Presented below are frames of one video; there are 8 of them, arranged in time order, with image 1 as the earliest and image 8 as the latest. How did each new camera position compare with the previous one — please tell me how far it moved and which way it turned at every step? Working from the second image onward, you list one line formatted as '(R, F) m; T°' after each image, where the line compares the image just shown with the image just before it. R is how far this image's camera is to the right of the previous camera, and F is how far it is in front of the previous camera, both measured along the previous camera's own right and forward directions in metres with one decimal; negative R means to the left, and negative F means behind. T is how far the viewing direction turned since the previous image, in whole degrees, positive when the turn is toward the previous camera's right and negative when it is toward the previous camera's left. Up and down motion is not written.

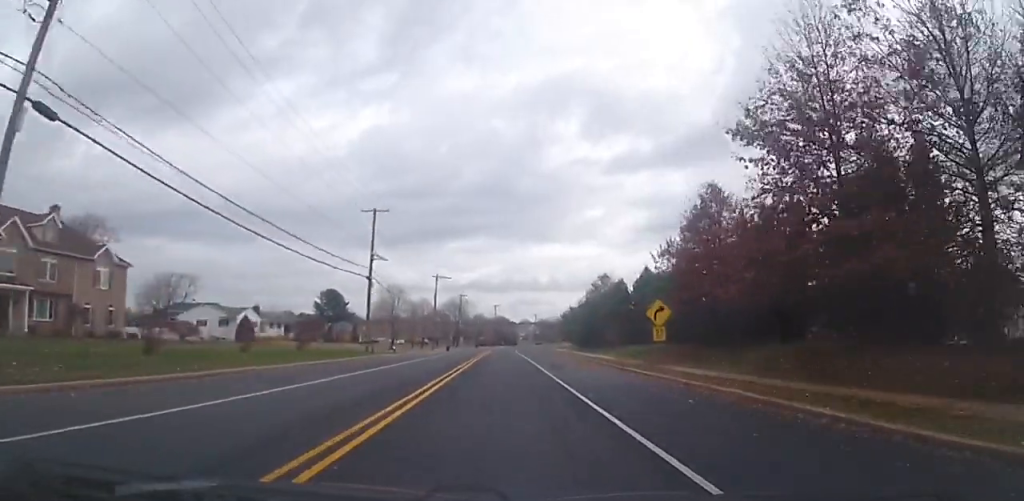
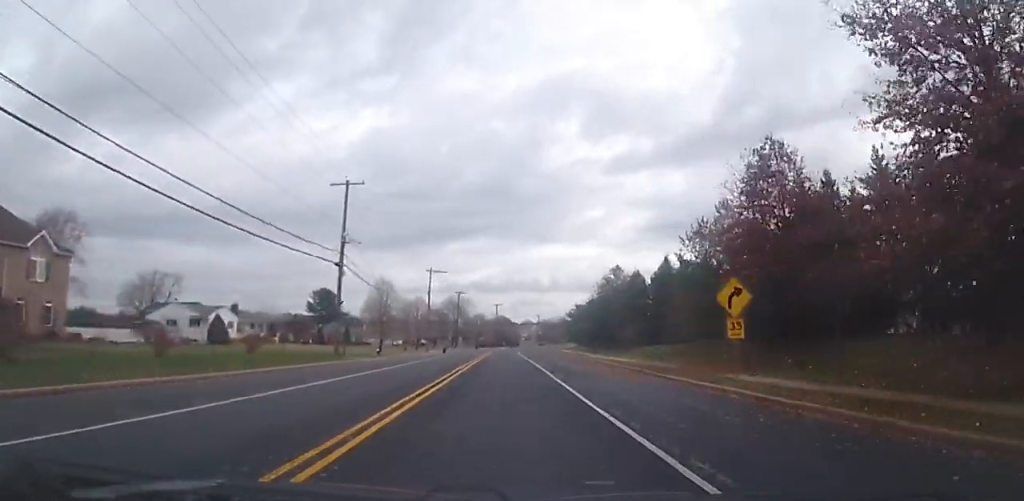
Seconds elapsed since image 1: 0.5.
(+0.1, +8.6) m; 0°
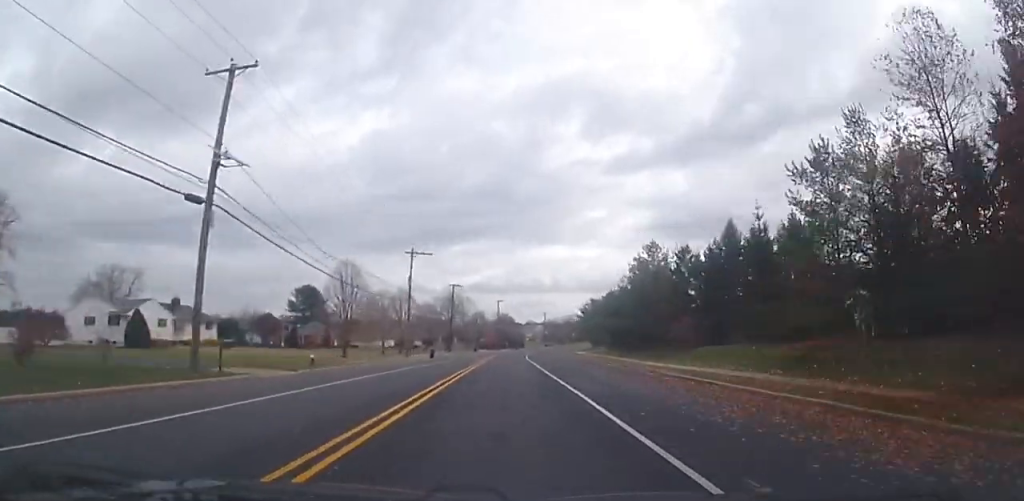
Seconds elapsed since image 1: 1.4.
(0.0, +17.7) m; 0°
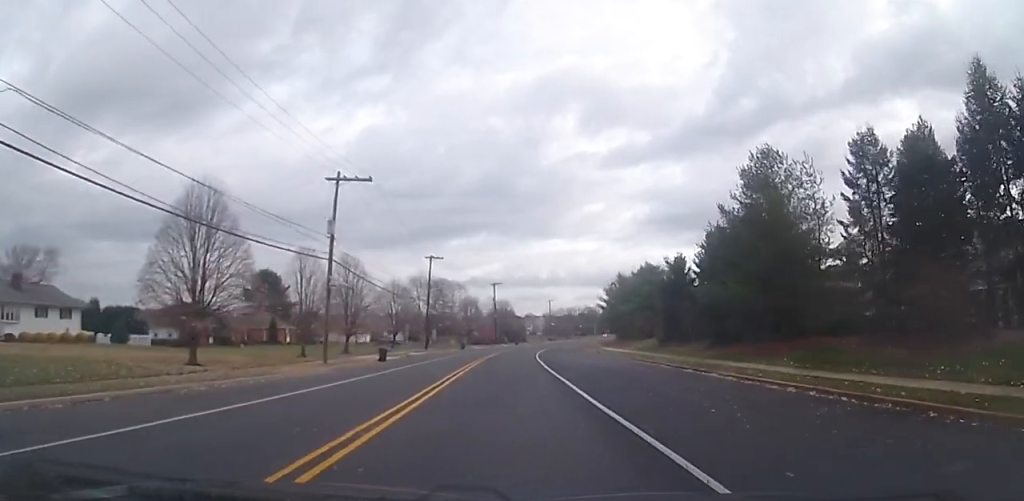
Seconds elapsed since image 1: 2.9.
(+0.4, +27.2) m; 0°
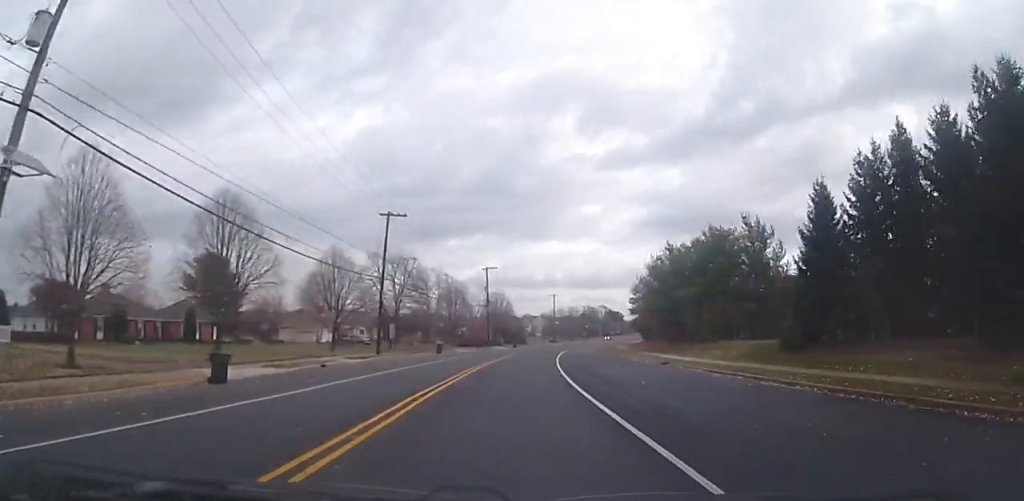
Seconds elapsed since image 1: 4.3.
(-0.6, +25.0) m; -1°
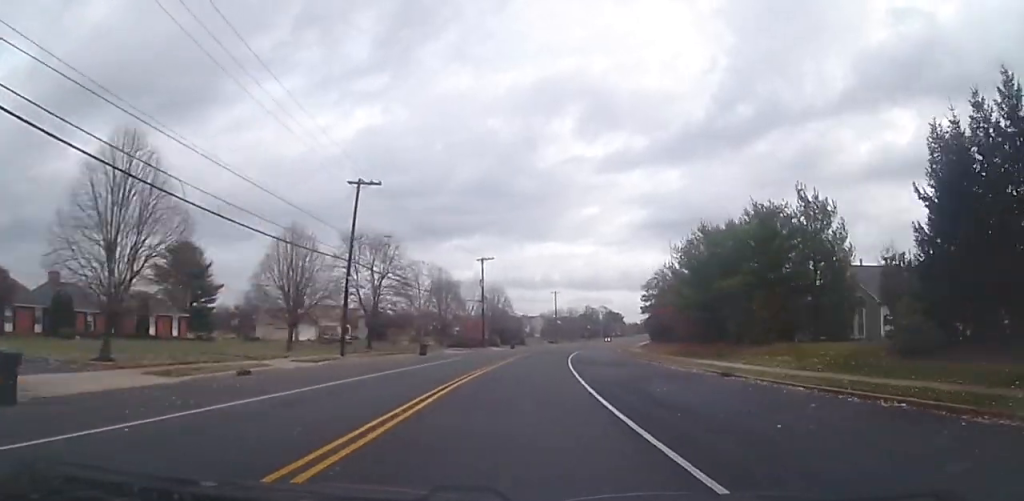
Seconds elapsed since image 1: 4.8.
(-0.1, +9.9) m; +1°
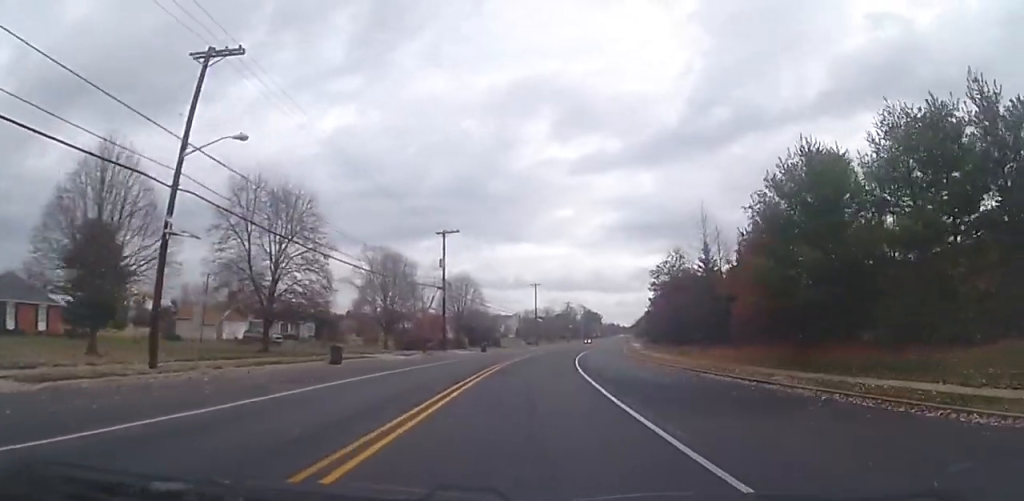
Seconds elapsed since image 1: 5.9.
(+0.5, +19.3) m; +4°
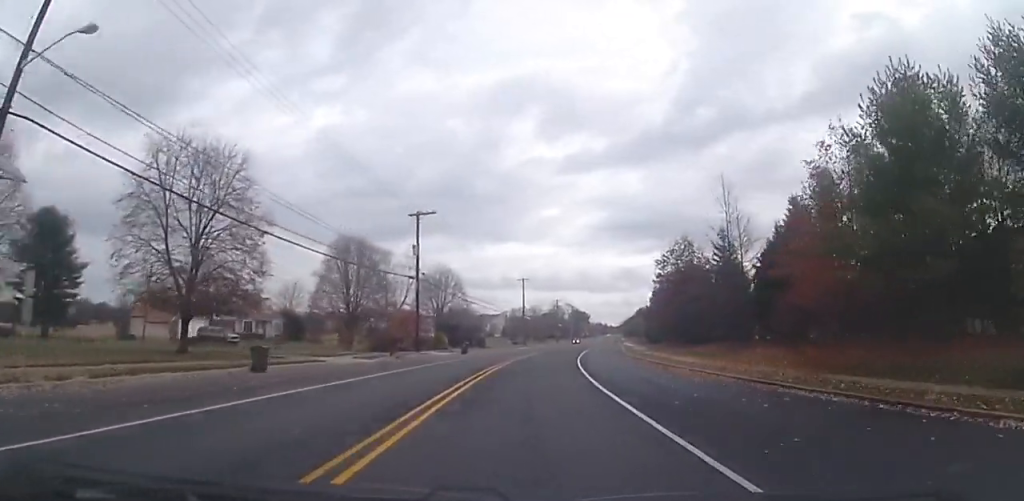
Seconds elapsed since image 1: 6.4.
(+0.2, +8.2) m; +2°
